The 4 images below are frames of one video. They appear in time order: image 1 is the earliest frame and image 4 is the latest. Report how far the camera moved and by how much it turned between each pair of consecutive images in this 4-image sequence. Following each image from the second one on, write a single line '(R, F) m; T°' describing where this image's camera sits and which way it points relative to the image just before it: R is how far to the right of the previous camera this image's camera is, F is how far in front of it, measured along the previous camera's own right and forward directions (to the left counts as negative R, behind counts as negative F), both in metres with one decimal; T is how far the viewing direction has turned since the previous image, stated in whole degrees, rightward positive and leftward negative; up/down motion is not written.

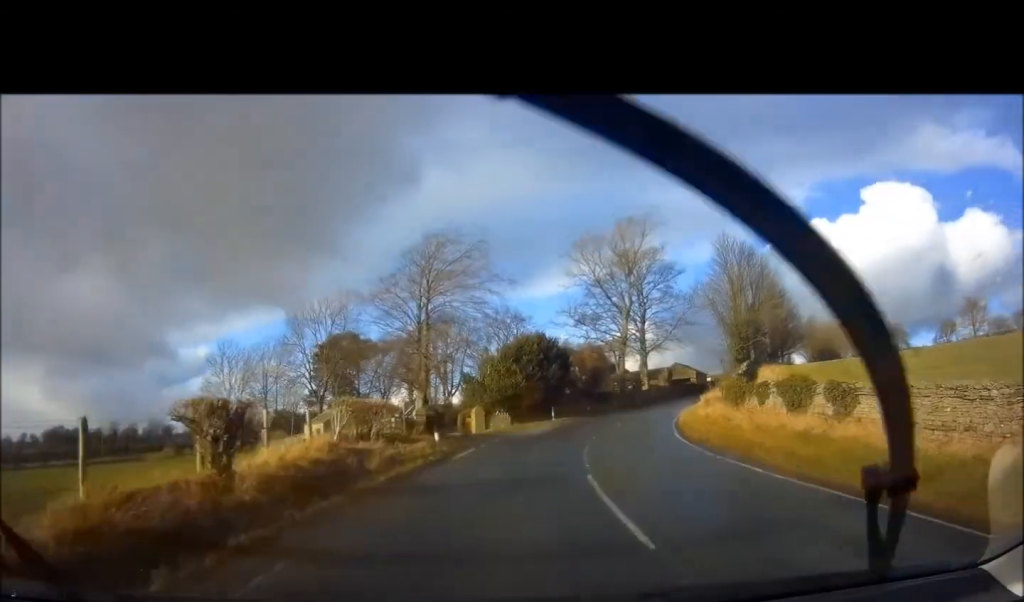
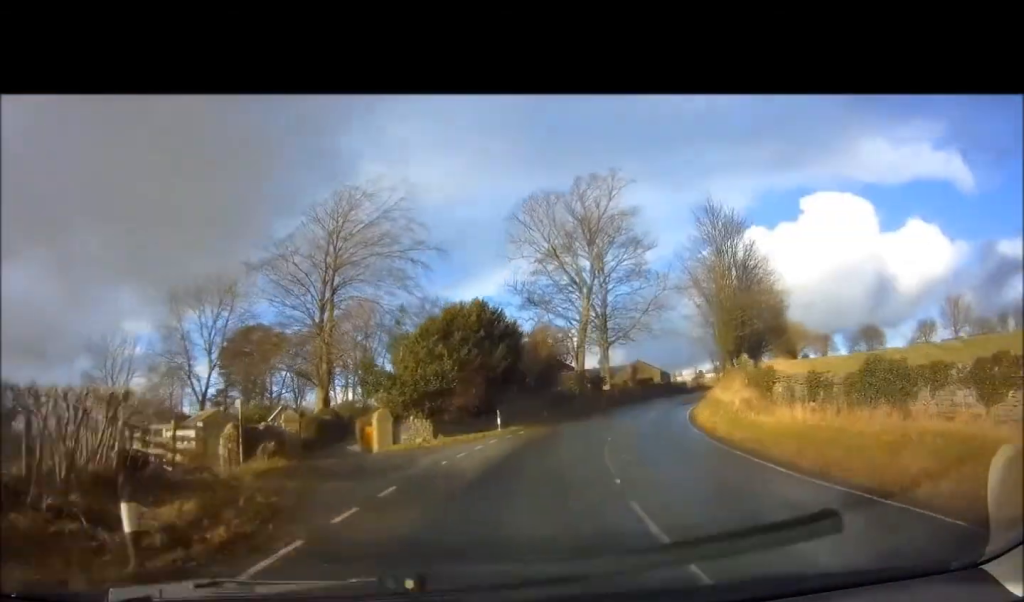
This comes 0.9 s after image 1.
(+0.7, +12.4) m; +8°
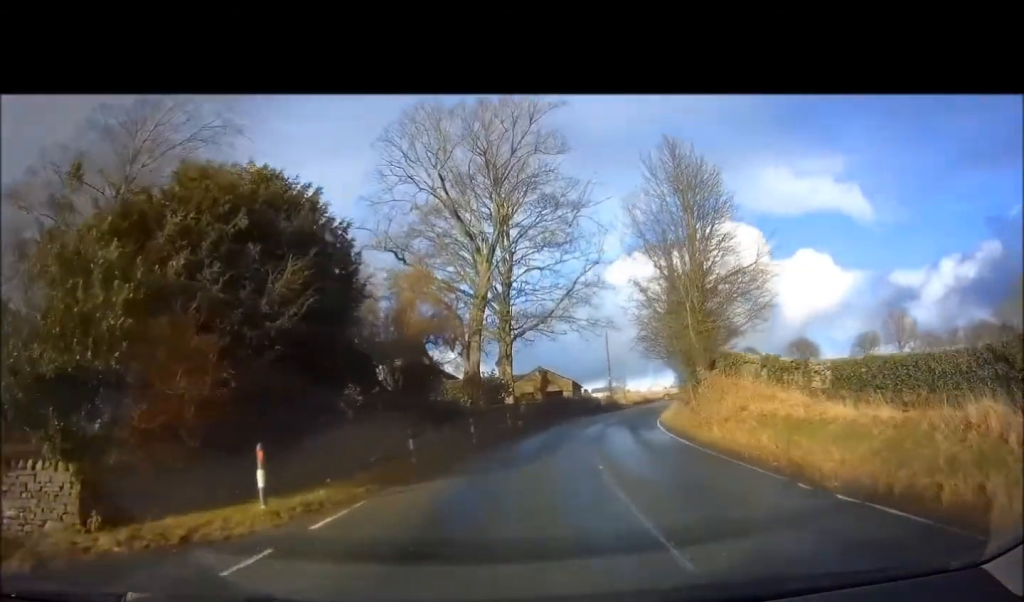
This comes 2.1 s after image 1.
(+1.9, +15.8) m; +12°
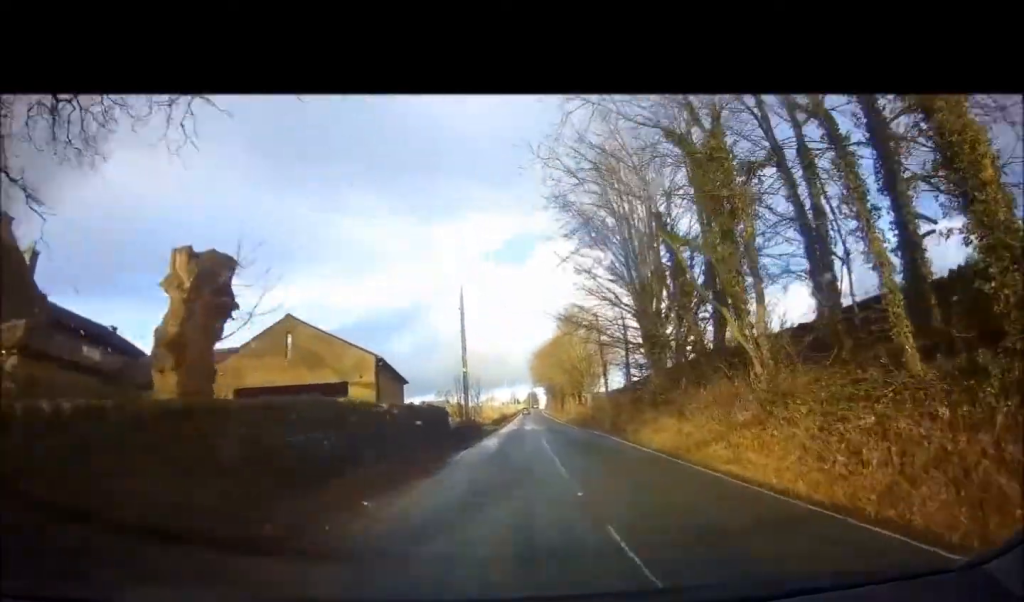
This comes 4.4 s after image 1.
(+5.2, +29.8) m; +17°
